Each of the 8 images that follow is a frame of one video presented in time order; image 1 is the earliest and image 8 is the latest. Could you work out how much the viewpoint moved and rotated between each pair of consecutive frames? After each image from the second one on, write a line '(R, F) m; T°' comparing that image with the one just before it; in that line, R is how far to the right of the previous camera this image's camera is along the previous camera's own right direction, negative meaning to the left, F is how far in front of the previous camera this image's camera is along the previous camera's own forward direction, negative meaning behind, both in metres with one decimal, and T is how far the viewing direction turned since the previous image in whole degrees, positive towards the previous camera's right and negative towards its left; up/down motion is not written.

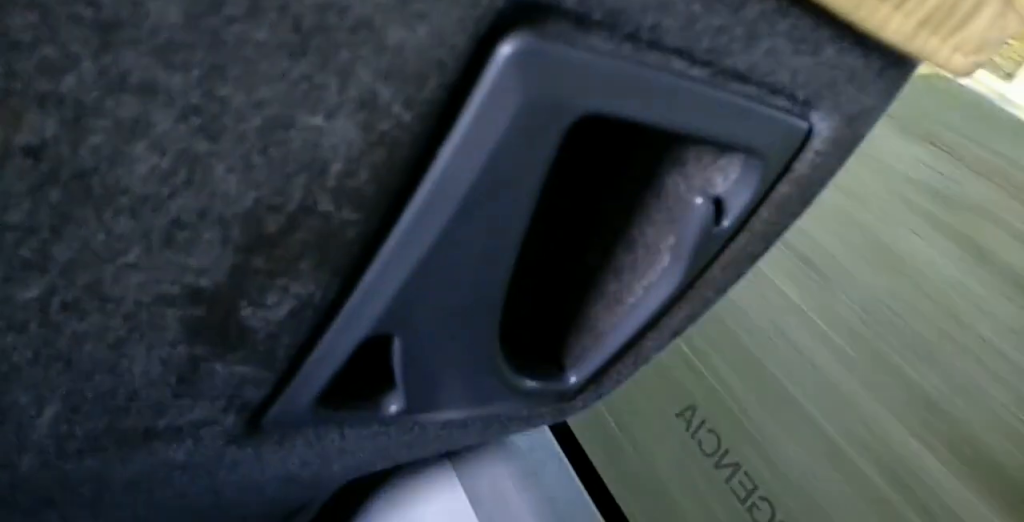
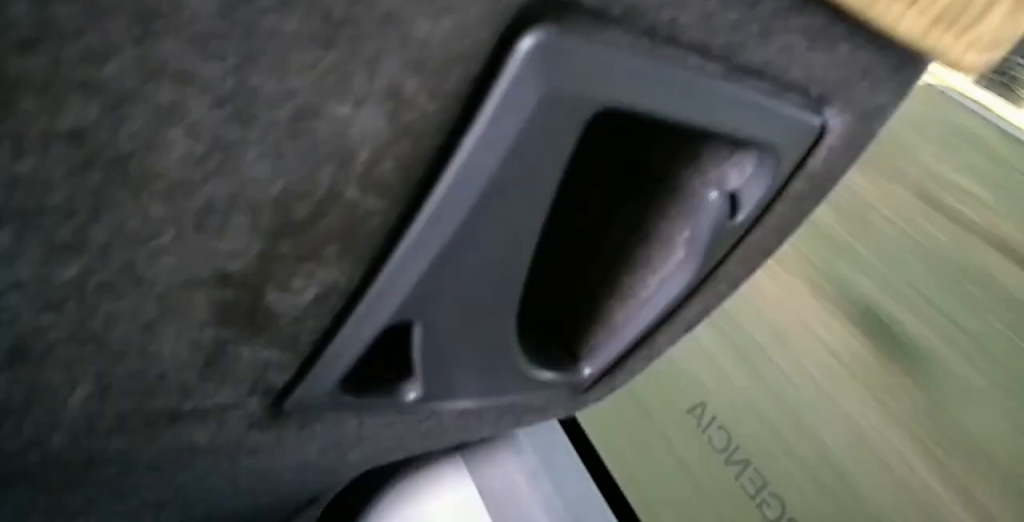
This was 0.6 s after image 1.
(+0.2, +12.4) m; -3°
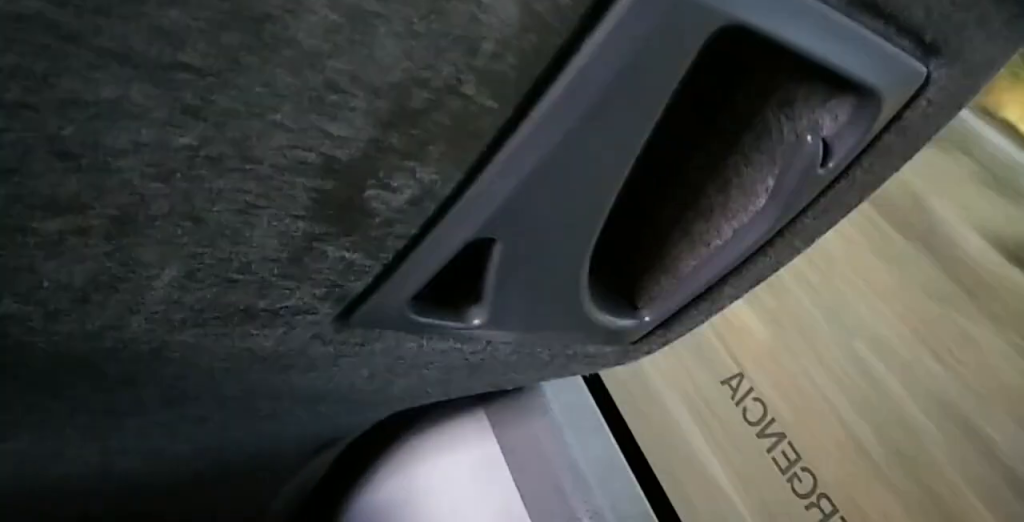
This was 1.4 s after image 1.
(-1.0, +13.8) m; -3°
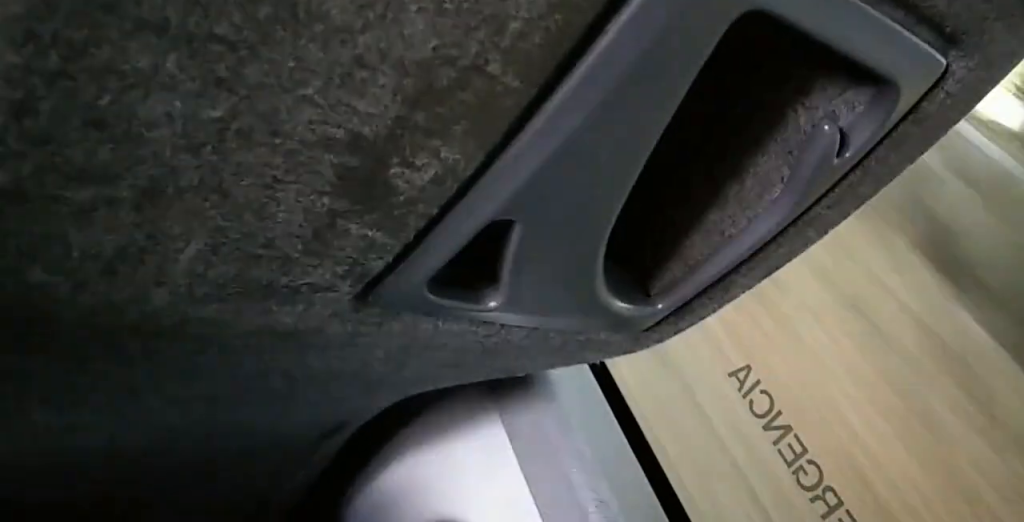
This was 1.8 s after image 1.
(-0.2, +9.2) m; -2°
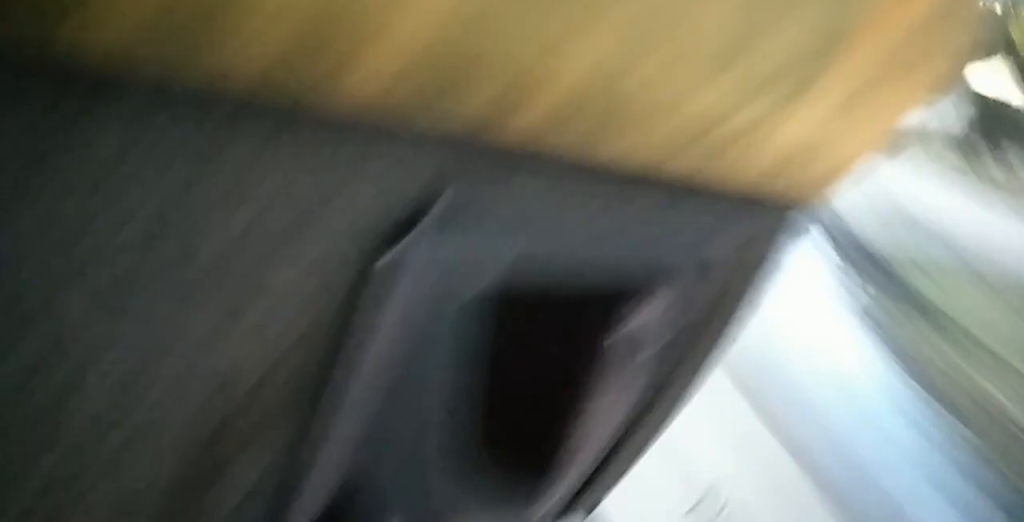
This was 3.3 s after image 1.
(-1.5, +28.8) m; -6°
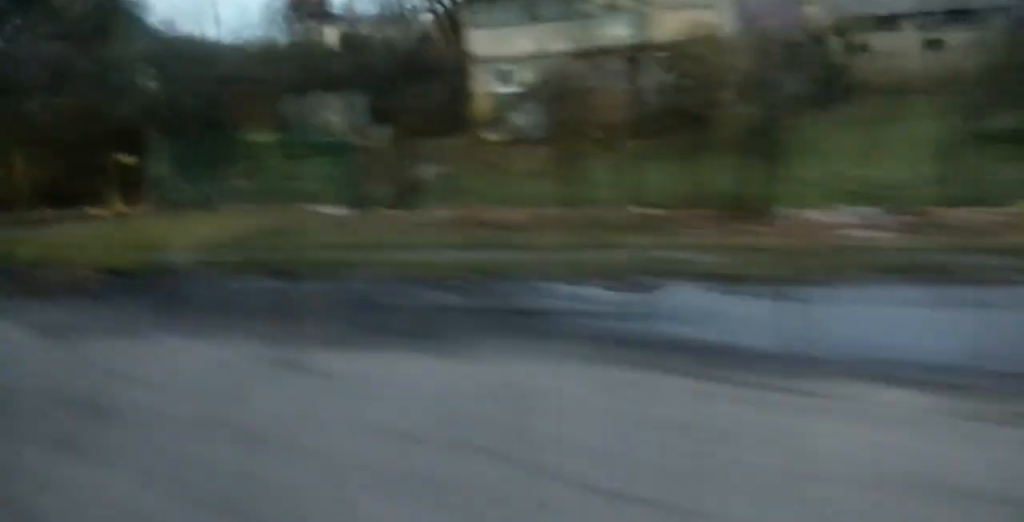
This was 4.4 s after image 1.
(-0.4, +22.3) m; -3°
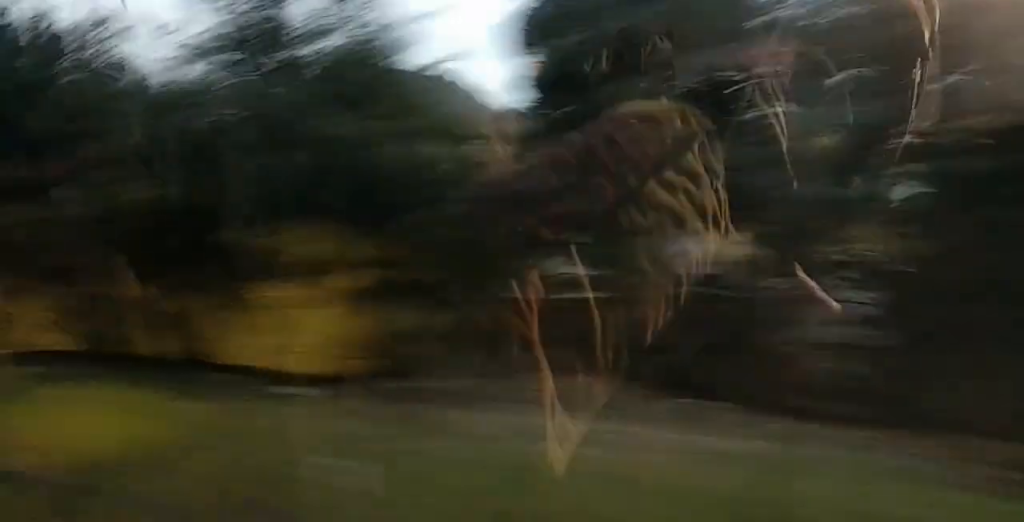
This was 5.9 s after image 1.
(-1.6, +29.7) m; -6°
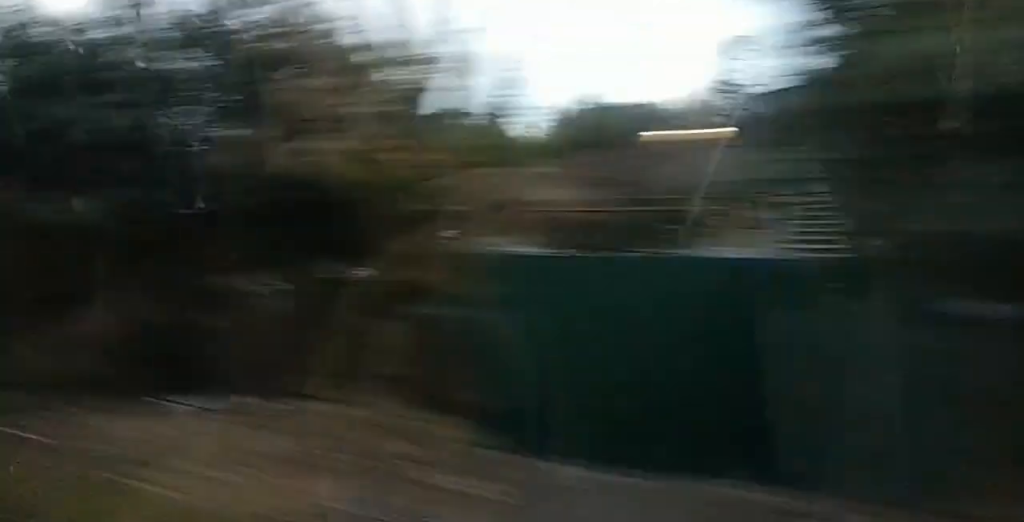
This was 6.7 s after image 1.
(-0.4, +16.1) m; -2°
